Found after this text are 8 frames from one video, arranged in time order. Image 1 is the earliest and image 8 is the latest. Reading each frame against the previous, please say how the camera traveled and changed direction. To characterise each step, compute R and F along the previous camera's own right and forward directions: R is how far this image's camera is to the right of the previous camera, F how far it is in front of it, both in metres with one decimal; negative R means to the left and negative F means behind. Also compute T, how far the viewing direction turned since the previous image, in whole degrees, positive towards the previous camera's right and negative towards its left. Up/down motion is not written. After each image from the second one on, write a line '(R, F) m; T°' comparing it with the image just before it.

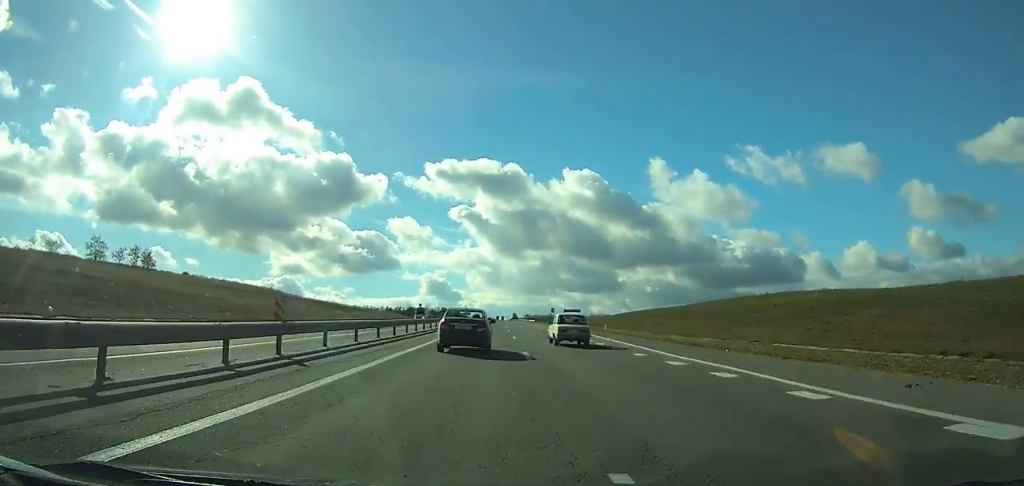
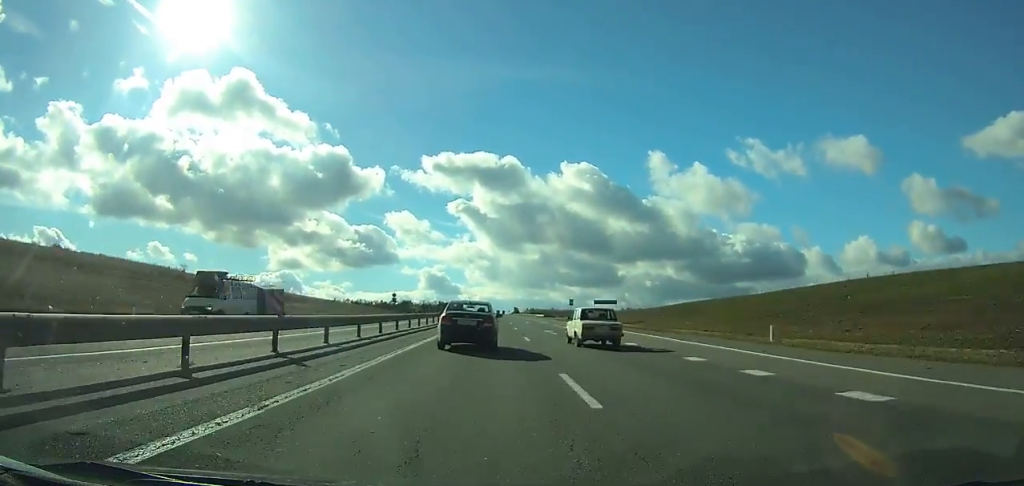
(+0.1, +40.7) m; 0°
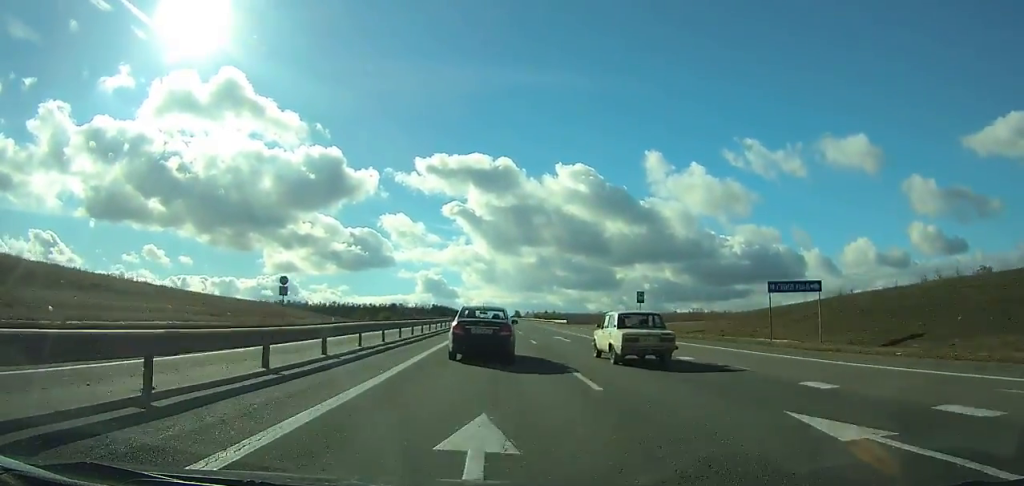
(+0.2, +62.8) m; 0°
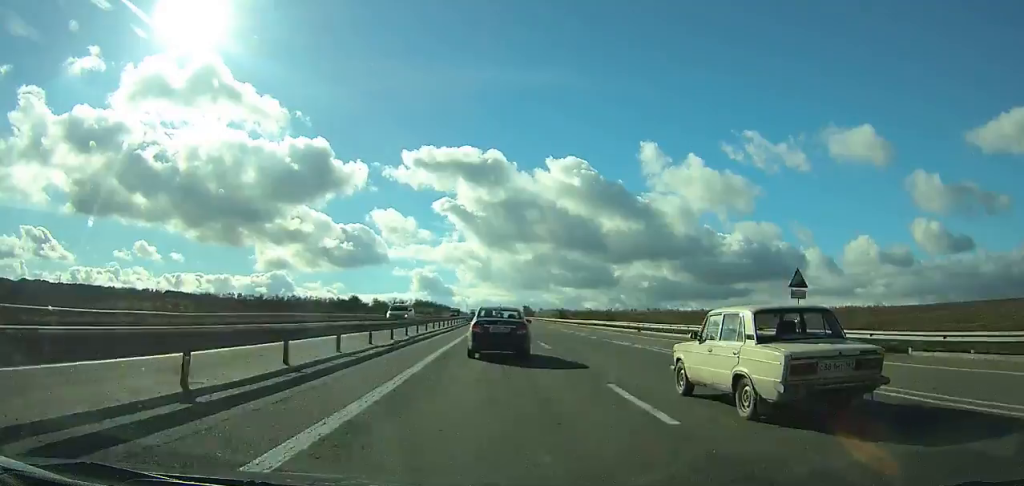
(+0.7, +149.7) m; 0°
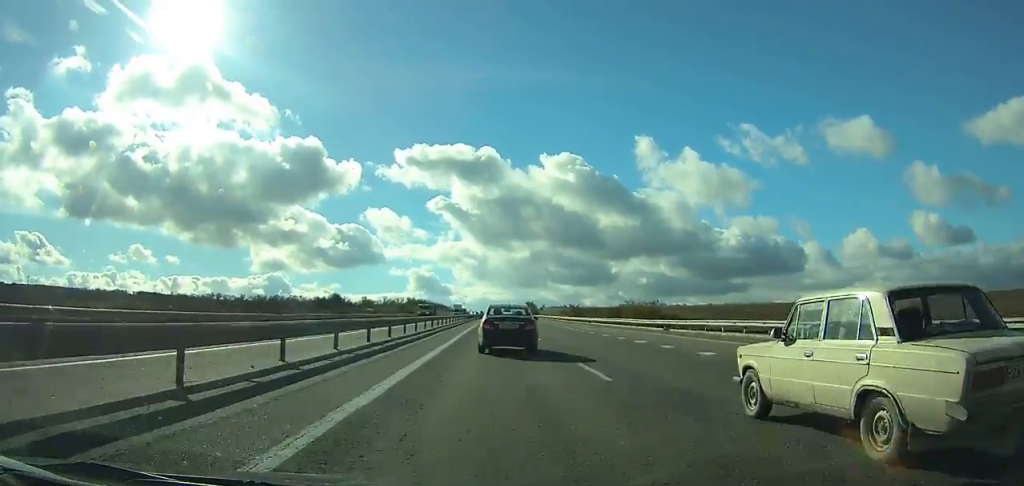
(-0.2, +43.9) m; 0°
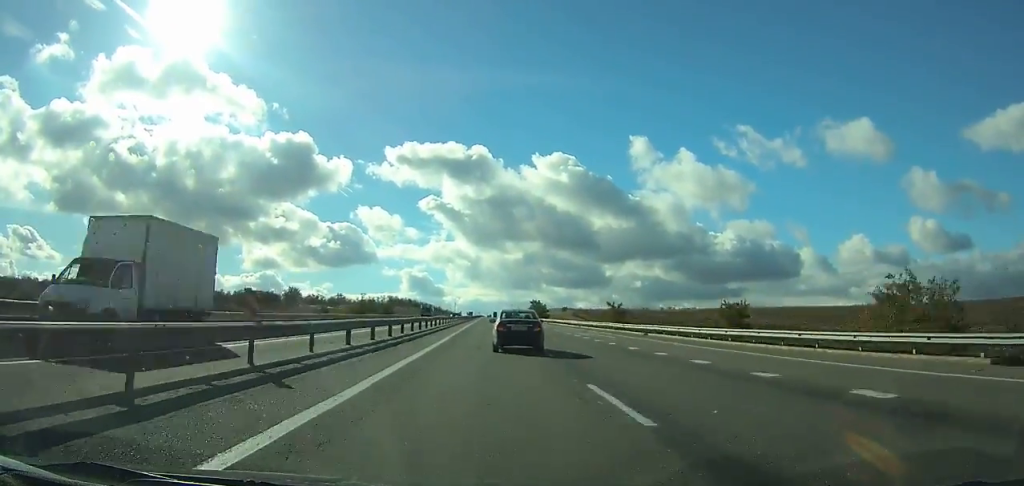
(+0.4, +68.2) m; +1°
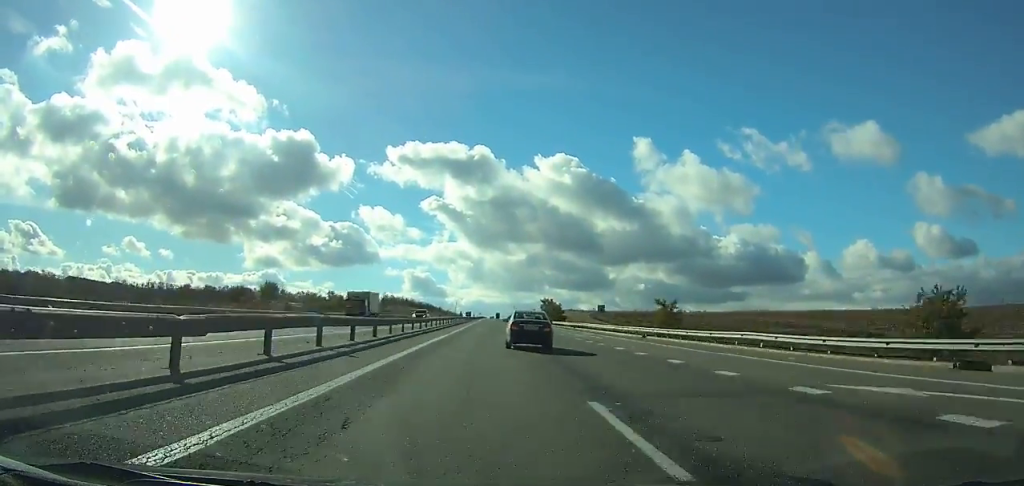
(+0.1, +34.0) m; 0°
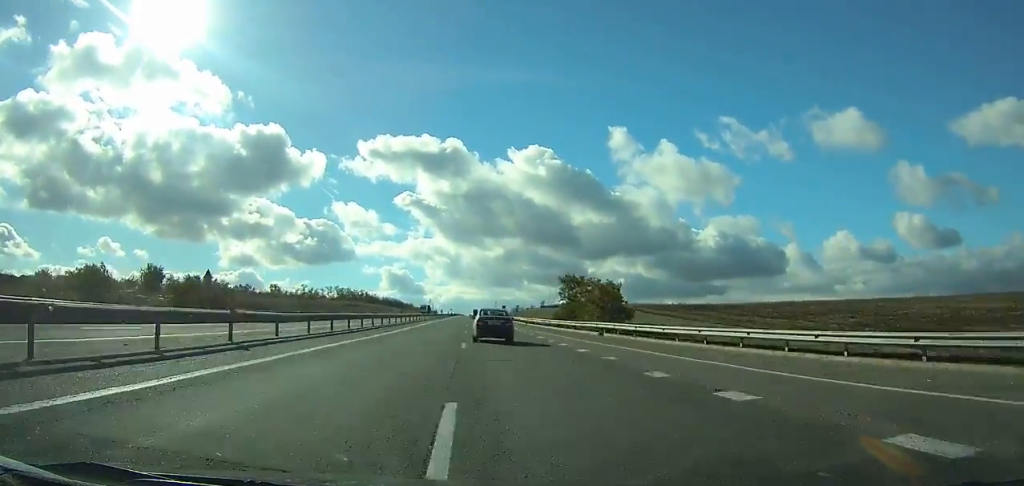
(+0.6, +79.6) m; 0°
